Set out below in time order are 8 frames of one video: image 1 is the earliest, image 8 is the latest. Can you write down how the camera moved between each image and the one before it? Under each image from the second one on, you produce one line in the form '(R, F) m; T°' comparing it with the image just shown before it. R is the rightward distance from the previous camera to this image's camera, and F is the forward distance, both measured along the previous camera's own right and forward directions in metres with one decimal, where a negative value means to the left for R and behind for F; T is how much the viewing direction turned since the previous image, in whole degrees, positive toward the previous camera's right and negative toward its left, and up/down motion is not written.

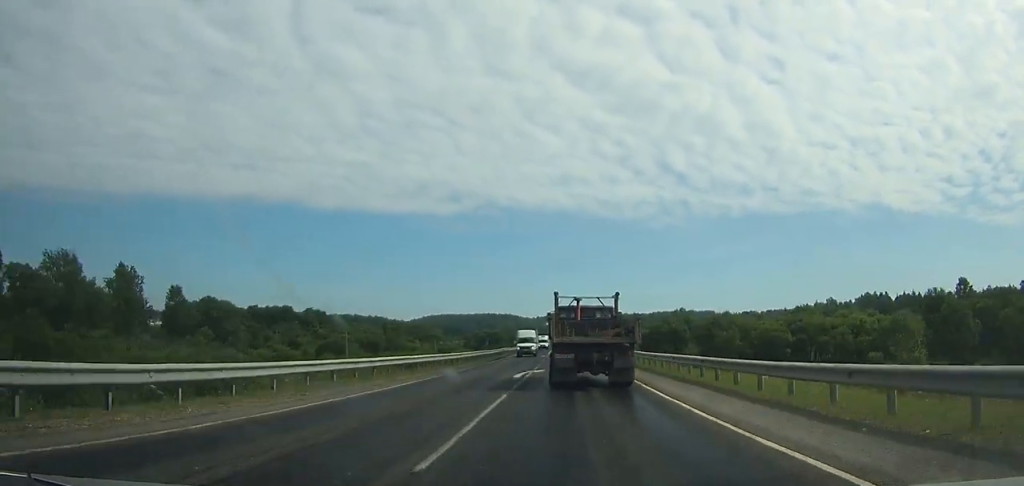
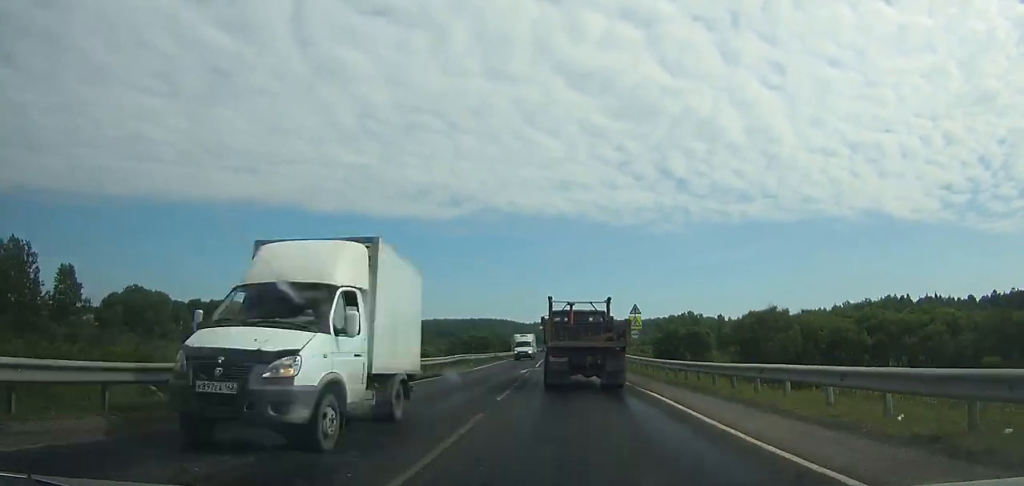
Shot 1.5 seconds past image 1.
(0.0, +28.2) m; 0°
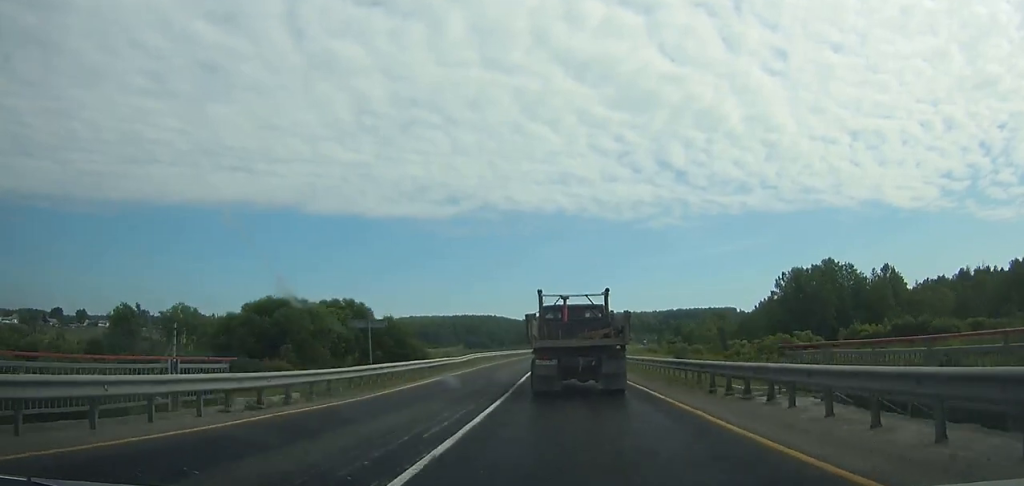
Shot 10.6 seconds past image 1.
(0.0, +165.5) m; +1°
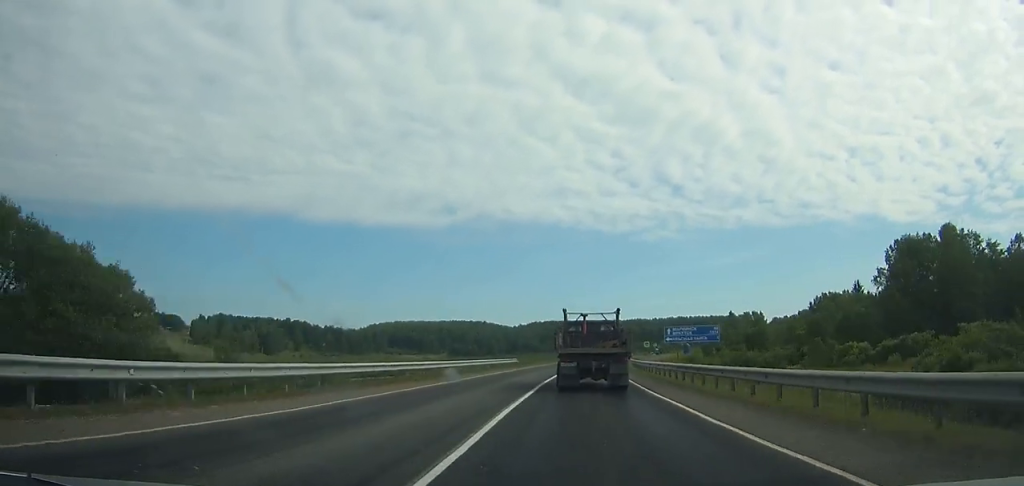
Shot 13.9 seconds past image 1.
(+0.4, +56.7) m; +2°
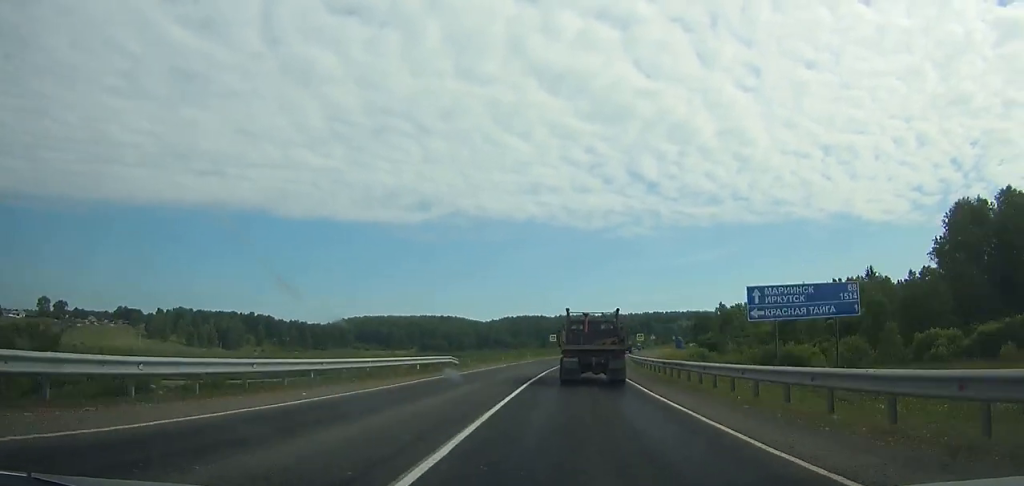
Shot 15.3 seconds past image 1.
(-0.4, +23.9) m; +1°
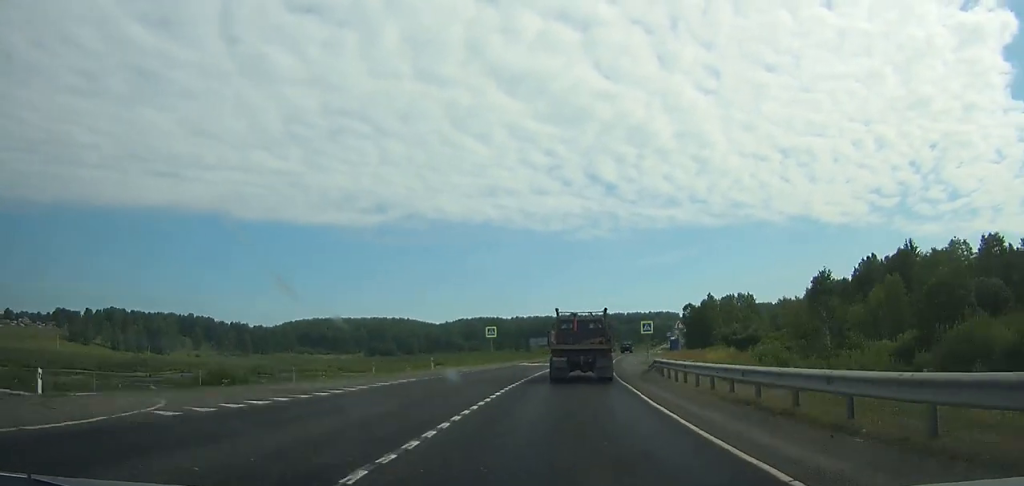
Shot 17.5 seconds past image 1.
(+1.5, +38.1) m; +4°
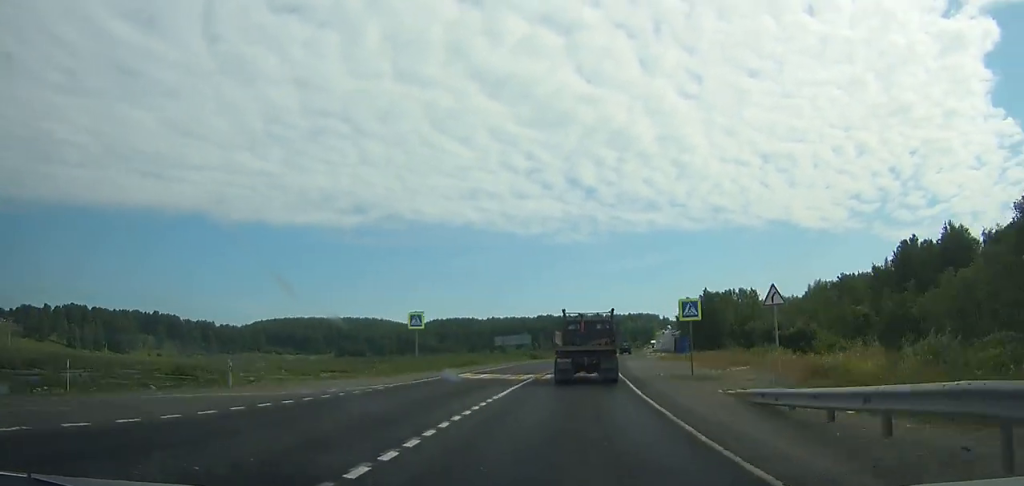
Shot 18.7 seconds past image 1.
(+0.1, +20.9) m; +2°
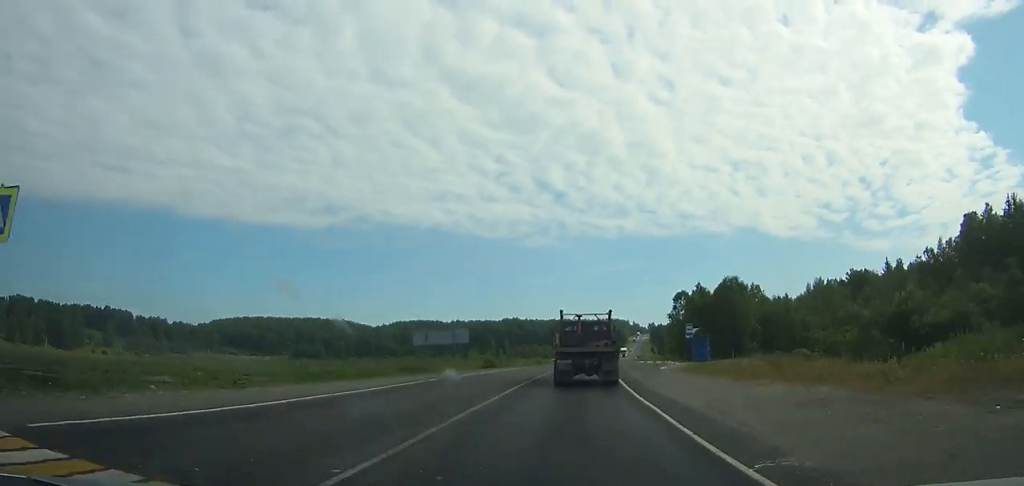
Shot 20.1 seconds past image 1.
(+1.0, +24.9) m; +3°
